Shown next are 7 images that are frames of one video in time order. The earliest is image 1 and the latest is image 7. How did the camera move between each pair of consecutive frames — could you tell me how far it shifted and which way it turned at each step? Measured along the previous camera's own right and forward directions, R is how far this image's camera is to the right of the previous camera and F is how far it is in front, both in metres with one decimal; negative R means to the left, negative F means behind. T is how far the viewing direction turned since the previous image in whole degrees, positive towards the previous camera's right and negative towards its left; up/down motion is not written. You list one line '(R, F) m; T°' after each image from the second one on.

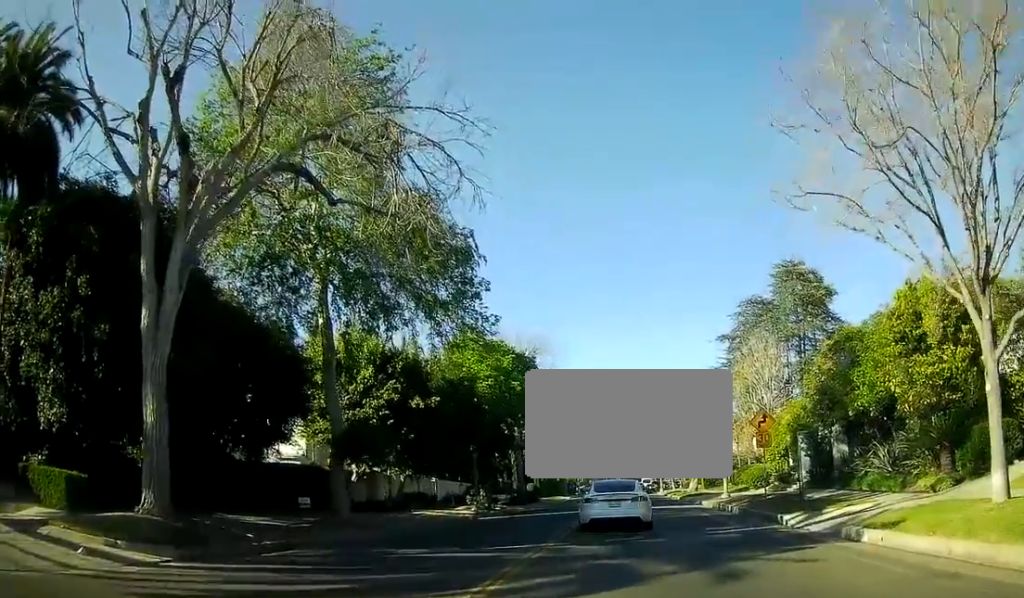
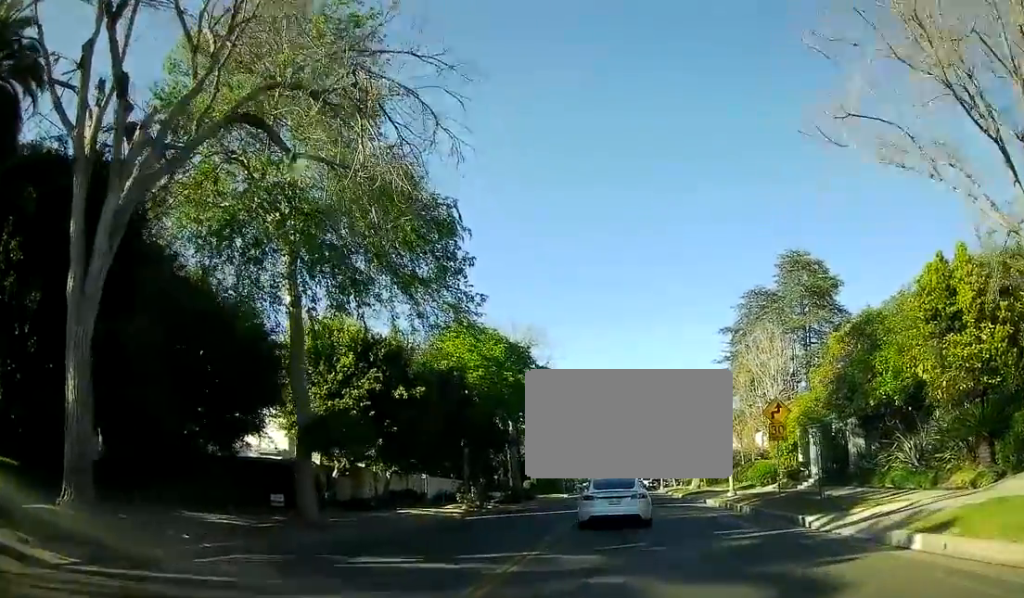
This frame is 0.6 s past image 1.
(0.0, +2.3) m; 0°
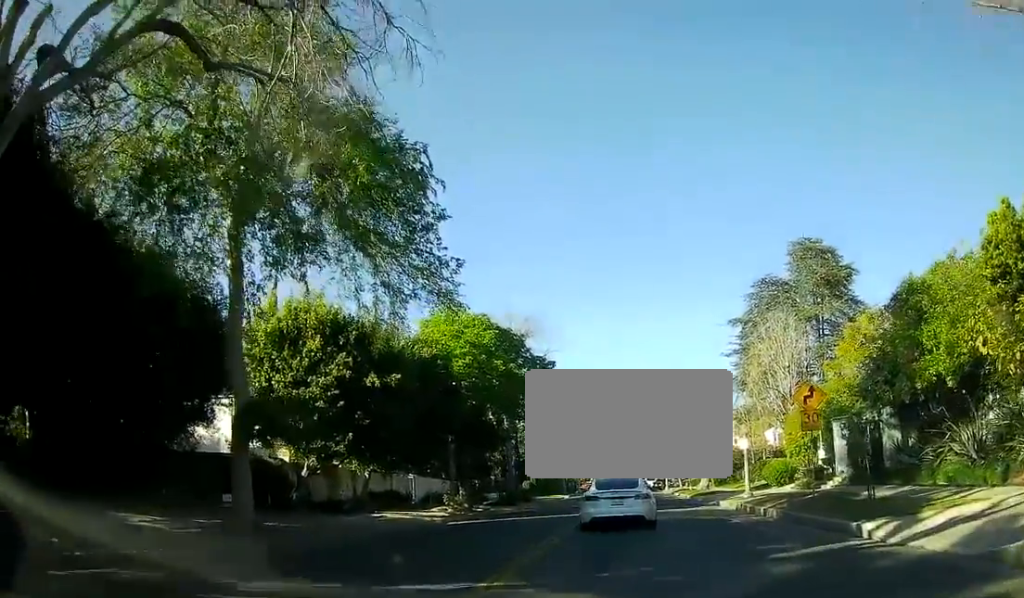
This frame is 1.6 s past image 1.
(0.0, +3.7) m; 0°
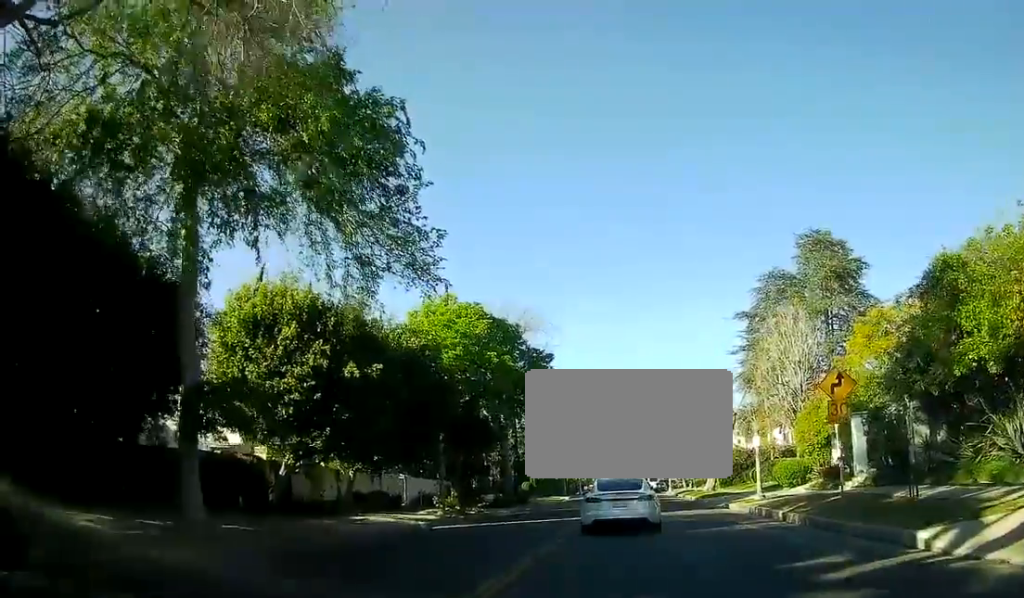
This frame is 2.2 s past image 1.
(0.0, +2.3) m; 0°
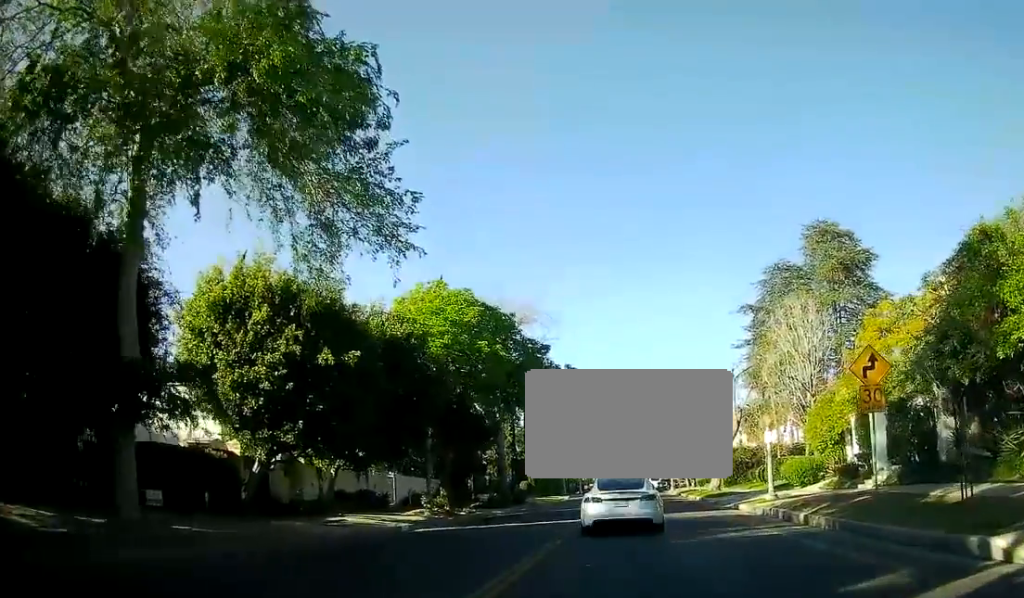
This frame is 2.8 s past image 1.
(0.0, +2.3) m; 0°
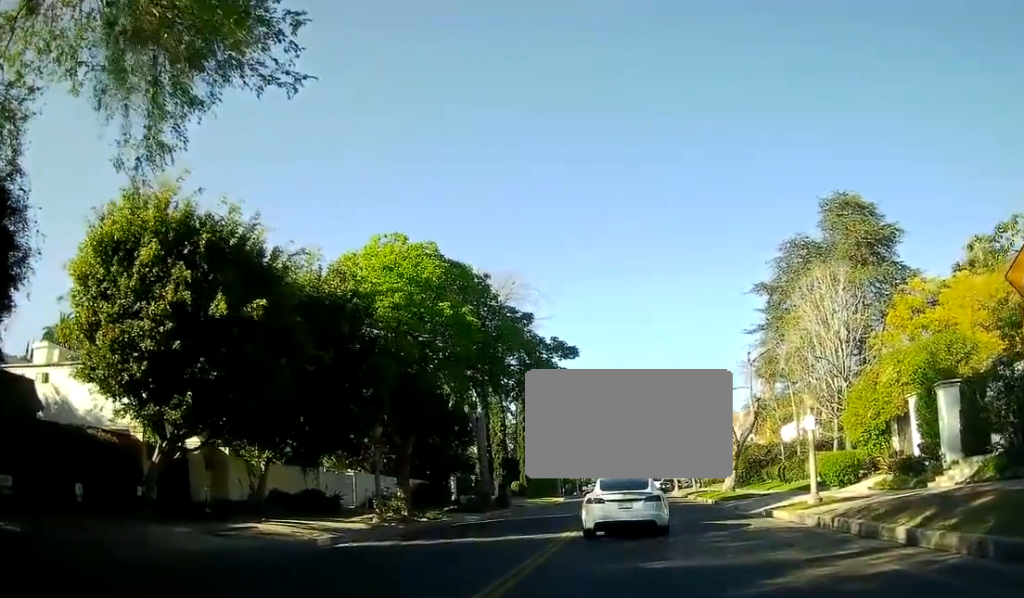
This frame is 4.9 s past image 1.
(-0.1, +6.4) m; -5°
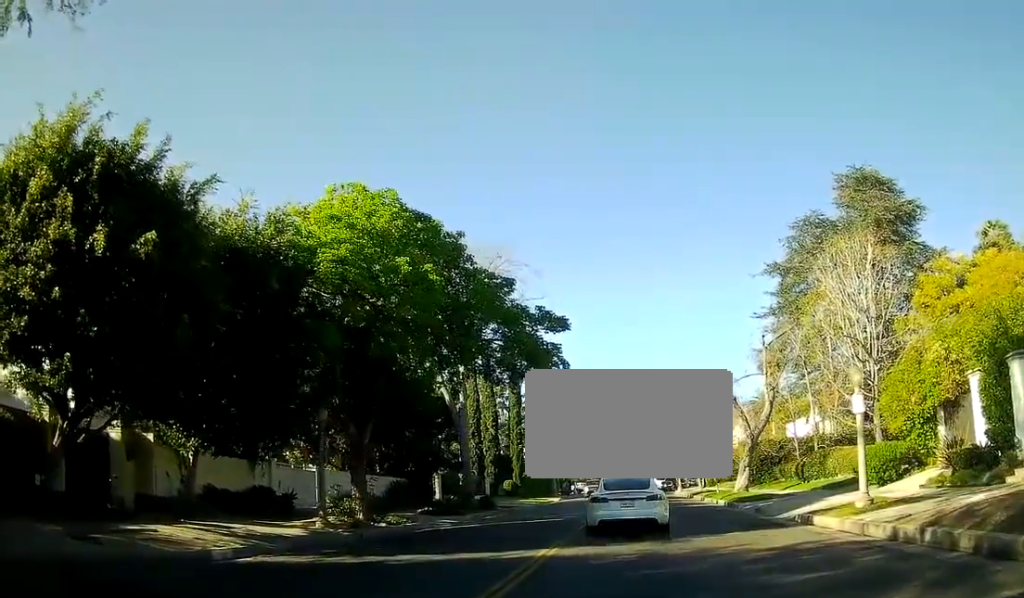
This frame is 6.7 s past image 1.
(-0.3, +4.7) m; -5°
